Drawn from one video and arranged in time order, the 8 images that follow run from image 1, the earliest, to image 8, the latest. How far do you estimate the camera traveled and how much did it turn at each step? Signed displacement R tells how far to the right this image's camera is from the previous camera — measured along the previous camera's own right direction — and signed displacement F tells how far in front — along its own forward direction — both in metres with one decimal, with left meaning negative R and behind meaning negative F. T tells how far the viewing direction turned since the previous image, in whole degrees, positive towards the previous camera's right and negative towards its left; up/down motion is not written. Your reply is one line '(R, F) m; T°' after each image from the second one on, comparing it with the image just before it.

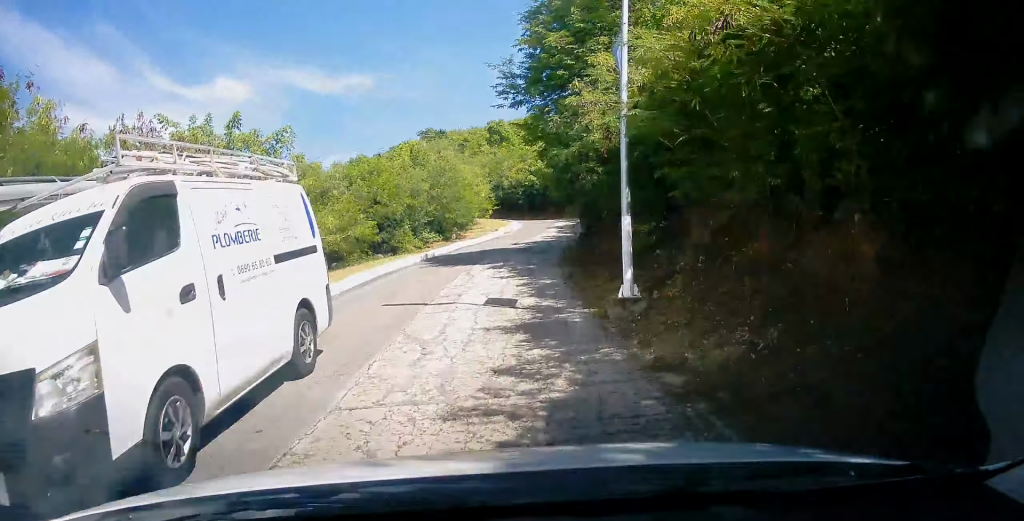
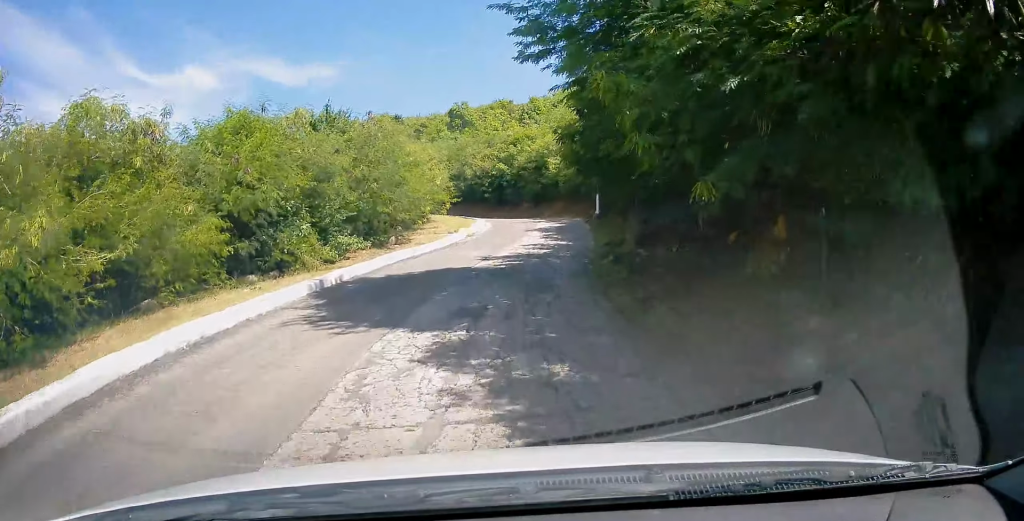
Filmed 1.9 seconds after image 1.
(+0.4, +10.1) m; +6°
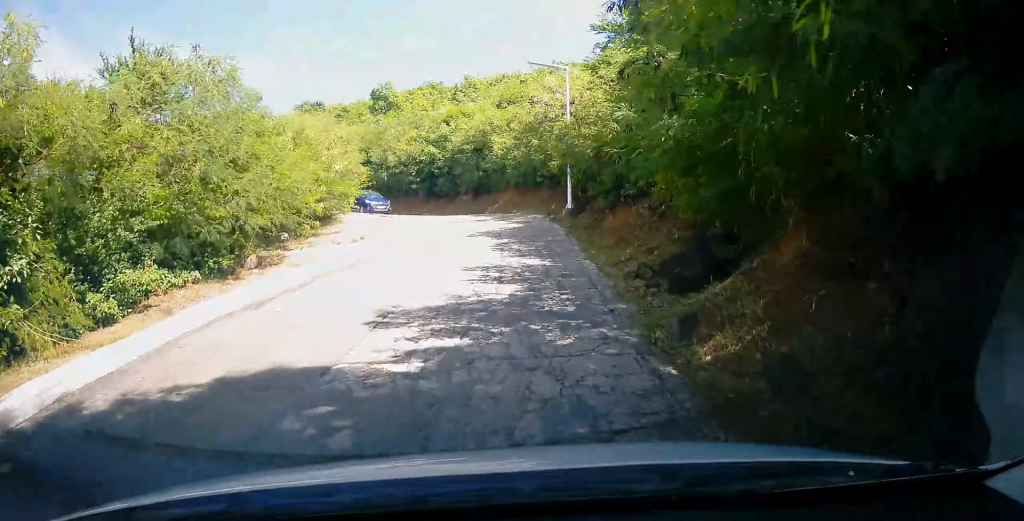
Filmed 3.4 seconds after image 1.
(+0.8, +8.4) m; +9°
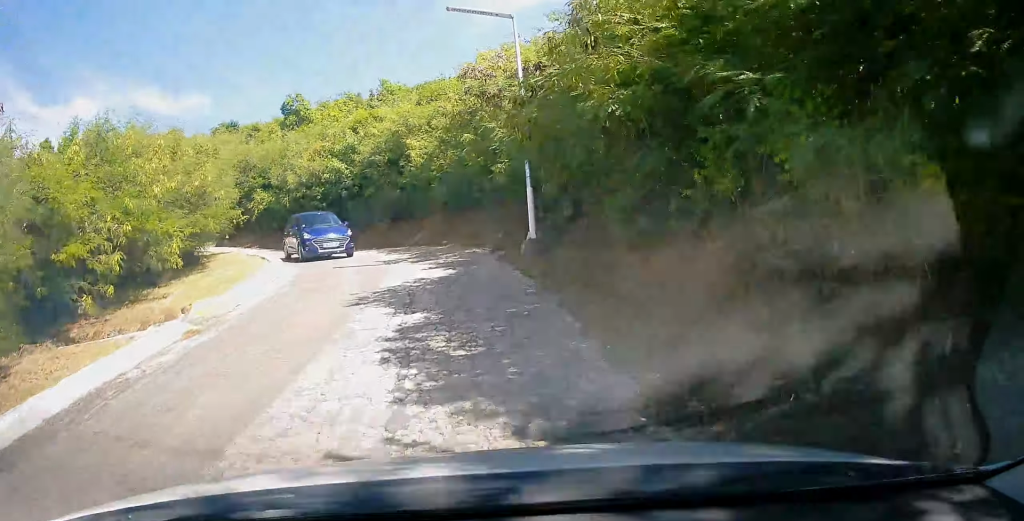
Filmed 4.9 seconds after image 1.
(-0.1, +7.6) m; +2°
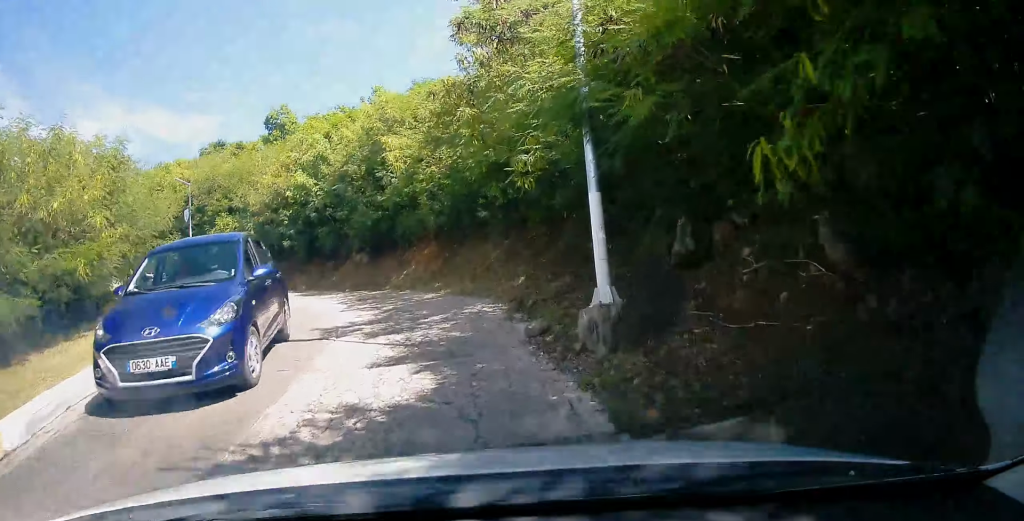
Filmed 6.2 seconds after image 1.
(+0.3, +5.9) m; 0°
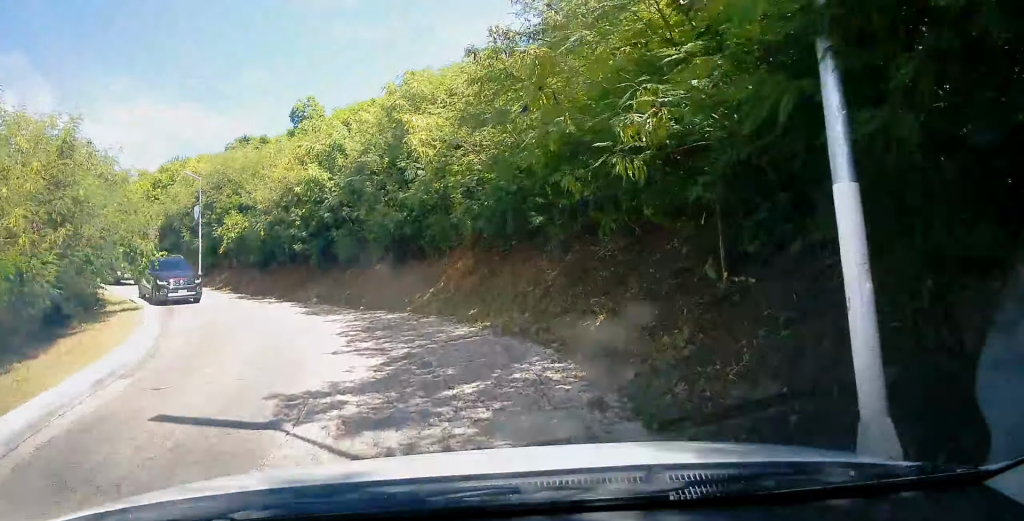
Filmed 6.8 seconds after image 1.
(0.0, +3.1) m; -4°
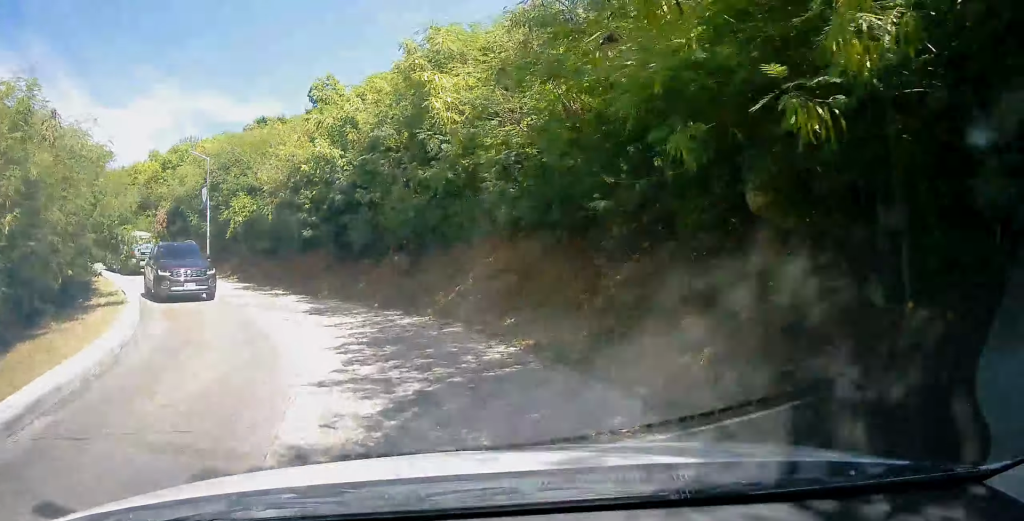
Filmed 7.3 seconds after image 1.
(-0.1, +2.1) m; -3°
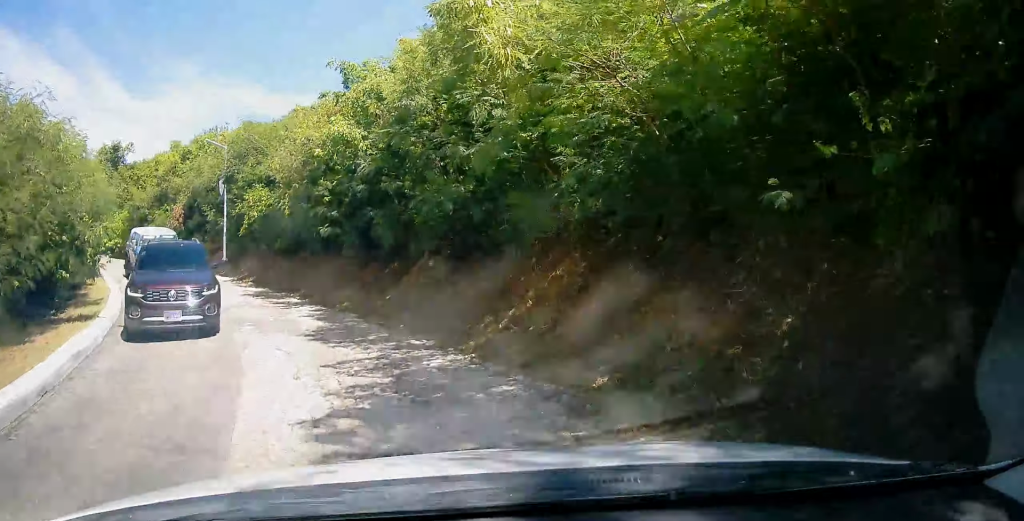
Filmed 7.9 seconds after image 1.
(-0.1, +2.9) m; -5°
